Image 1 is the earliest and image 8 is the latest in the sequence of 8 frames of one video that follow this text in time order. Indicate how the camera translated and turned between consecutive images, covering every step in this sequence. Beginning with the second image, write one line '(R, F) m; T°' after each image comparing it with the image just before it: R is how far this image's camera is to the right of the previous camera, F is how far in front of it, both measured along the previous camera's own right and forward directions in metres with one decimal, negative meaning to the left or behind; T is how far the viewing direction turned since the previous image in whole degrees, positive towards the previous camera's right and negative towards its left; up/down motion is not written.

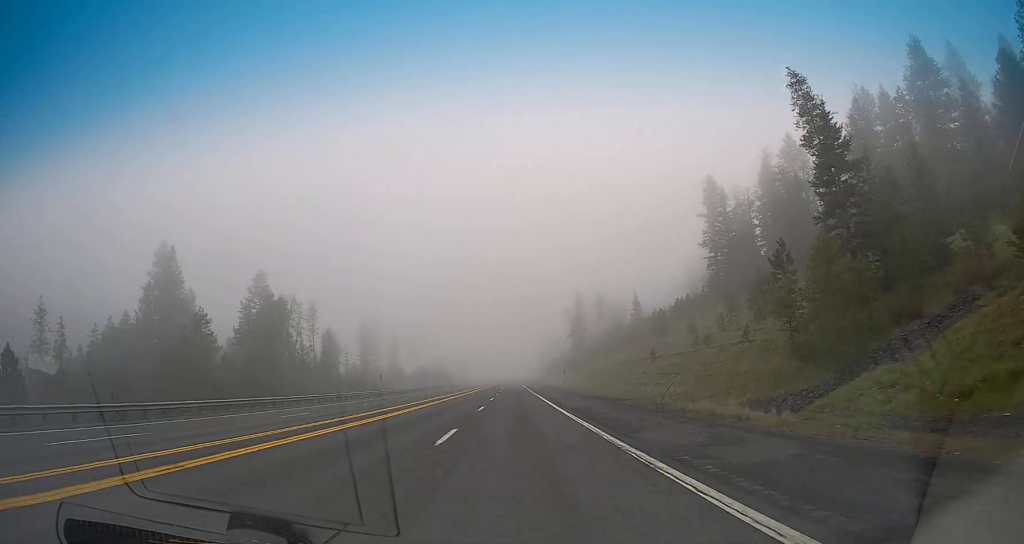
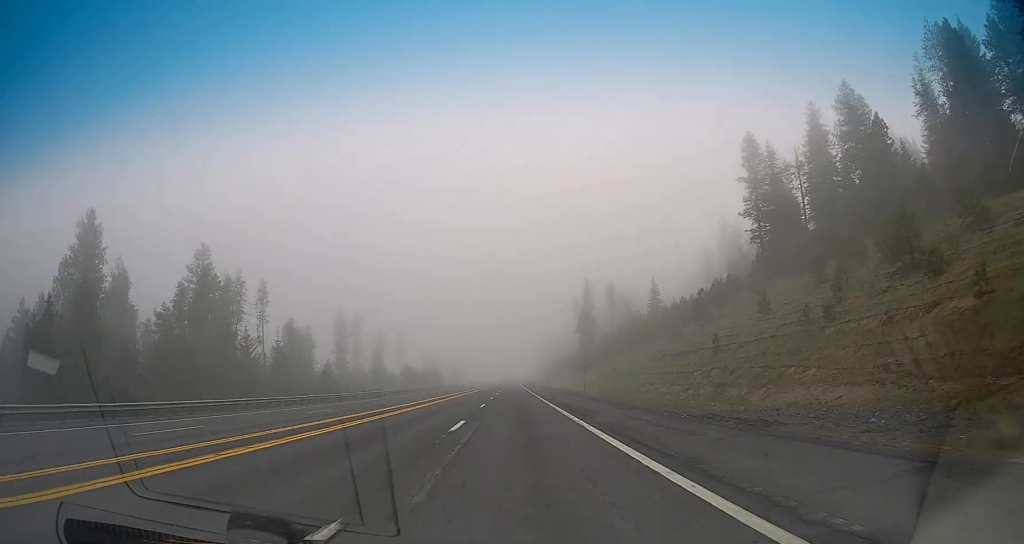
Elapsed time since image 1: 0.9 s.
(+0.1, +27.3) m; 0°
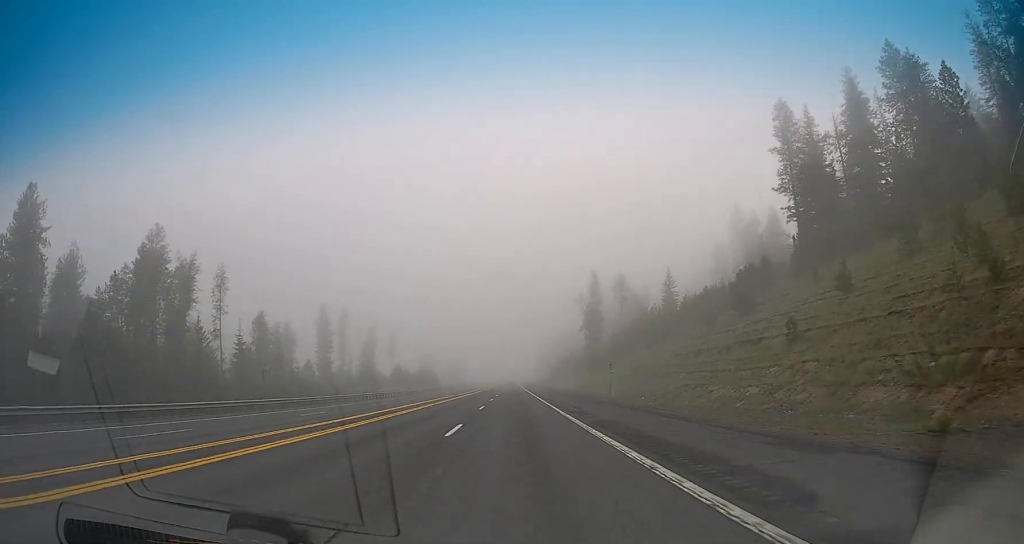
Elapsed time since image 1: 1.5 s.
(0.0, +16.6) m; 0°
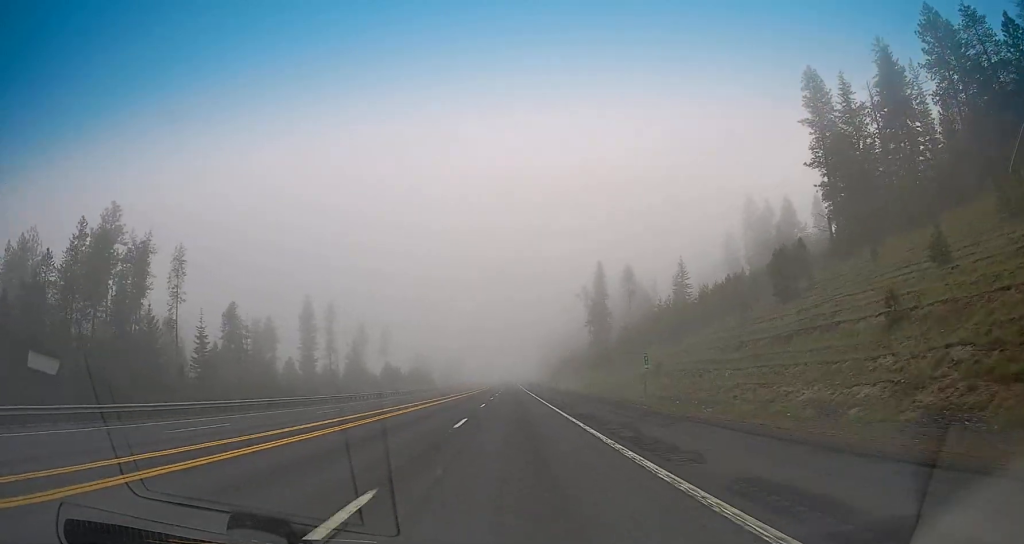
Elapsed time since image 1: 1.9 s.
(-0.1, +12.6) m; 0°
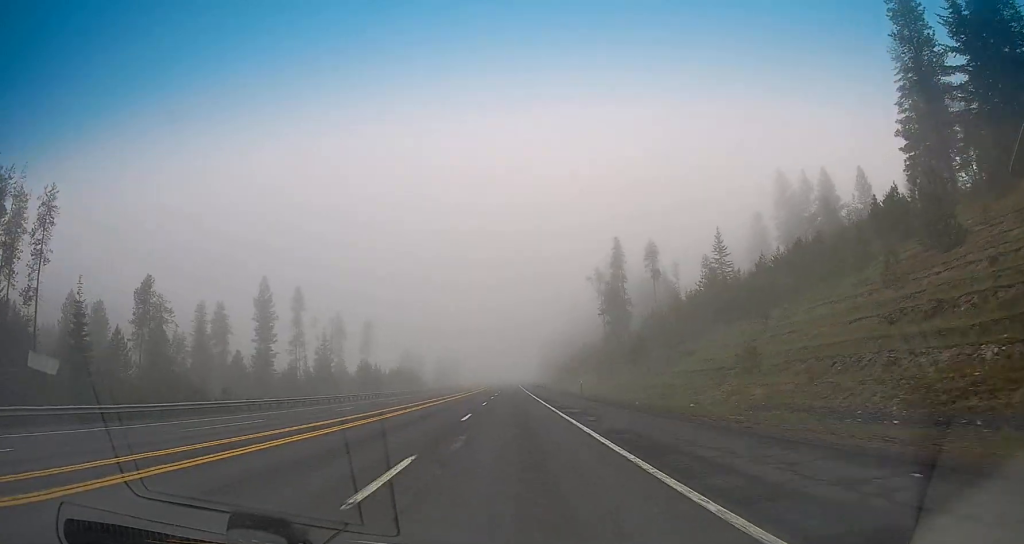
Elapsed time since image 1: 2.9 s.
(-0.1, +27.2) m; 0°
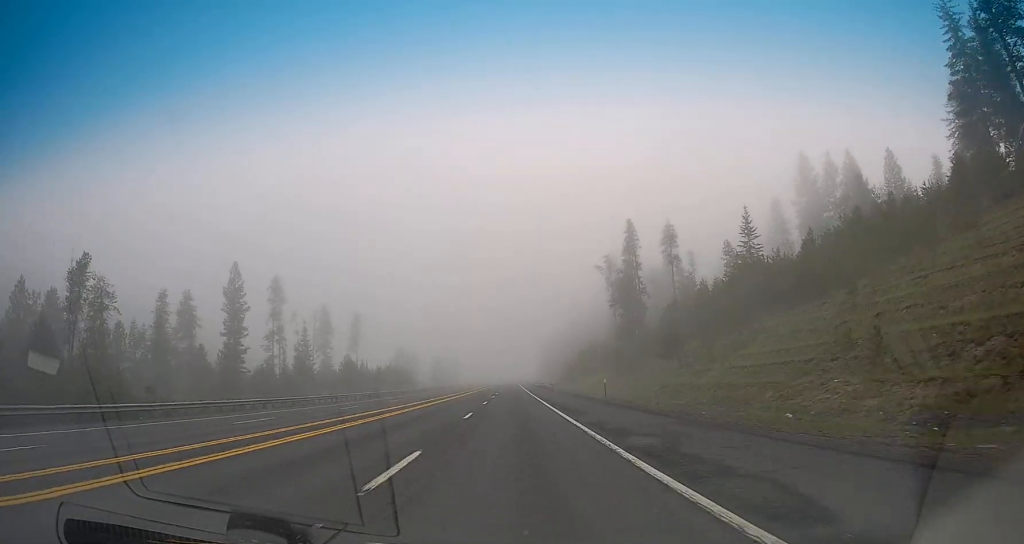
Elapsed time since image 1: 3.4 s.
(0.0, +14.6) m; 0°
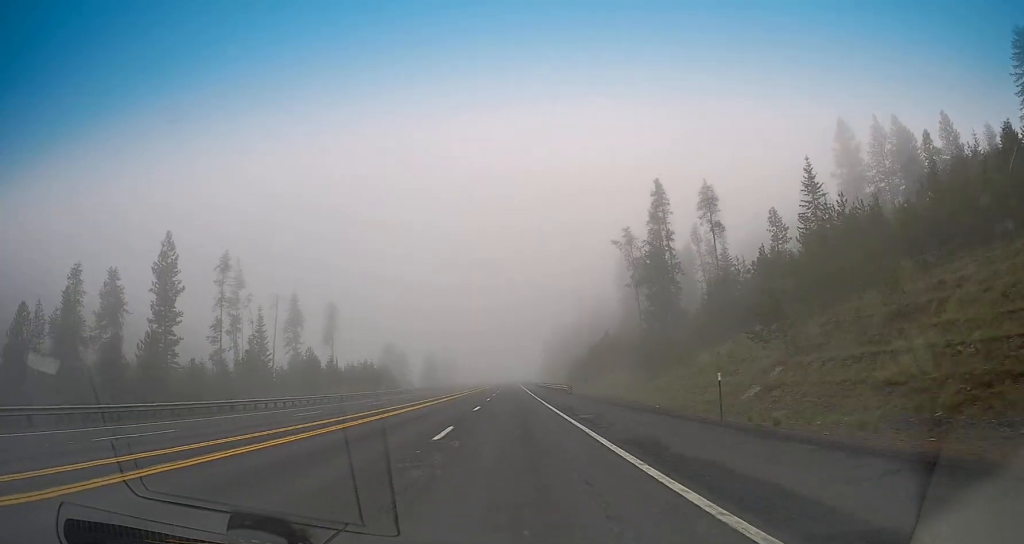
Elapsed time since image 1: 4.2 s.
(+0.2, +24.3) m; 0°
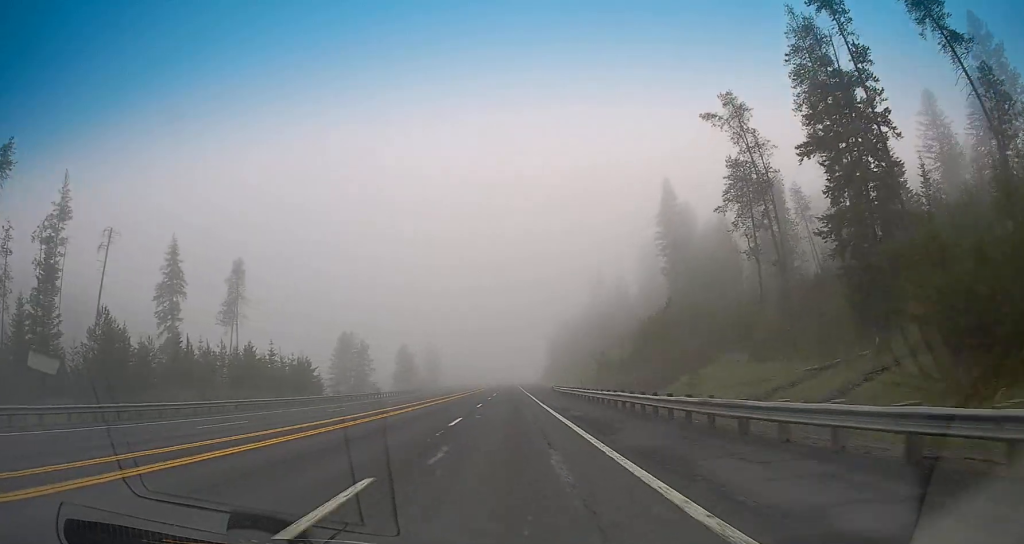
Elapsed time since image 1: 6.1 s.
(0.0, +56.4) m; 0°
